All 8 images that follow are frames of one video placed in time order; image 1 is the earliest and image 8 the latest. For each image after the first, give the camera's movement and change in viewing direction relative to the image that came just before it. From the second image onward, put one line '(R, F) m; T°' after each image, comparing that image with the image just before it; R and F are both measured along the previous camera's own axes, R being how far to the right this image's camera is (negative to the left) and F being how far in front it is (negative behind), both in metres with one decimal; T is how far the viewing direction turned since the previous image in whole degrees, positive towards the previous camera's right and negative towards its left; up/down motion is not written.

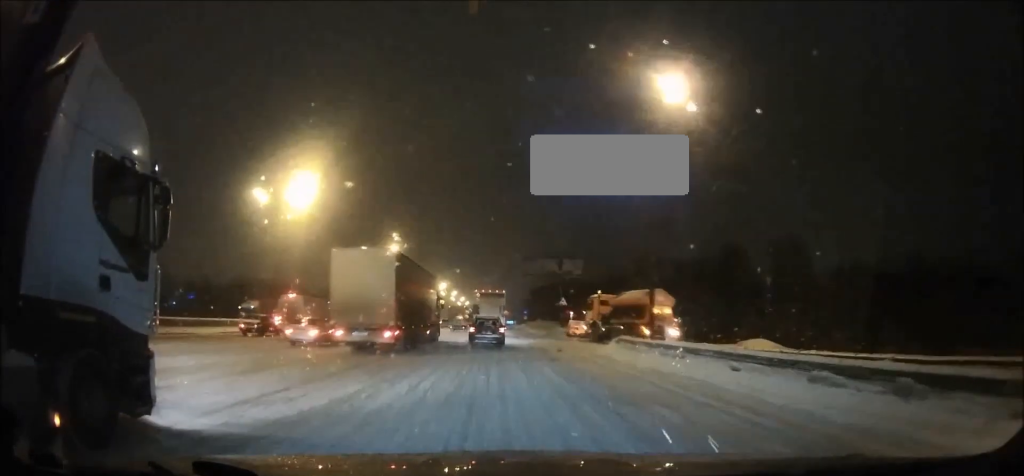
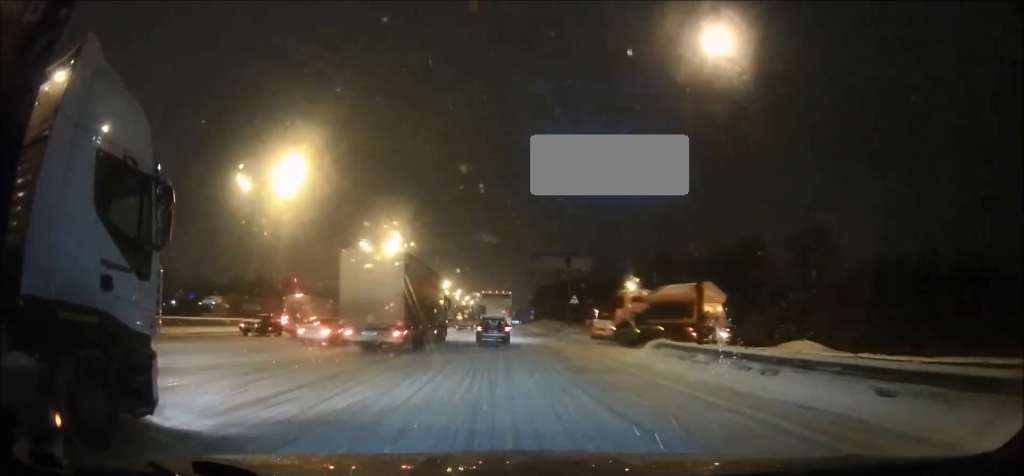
(0.0, +4.5) m; 0°
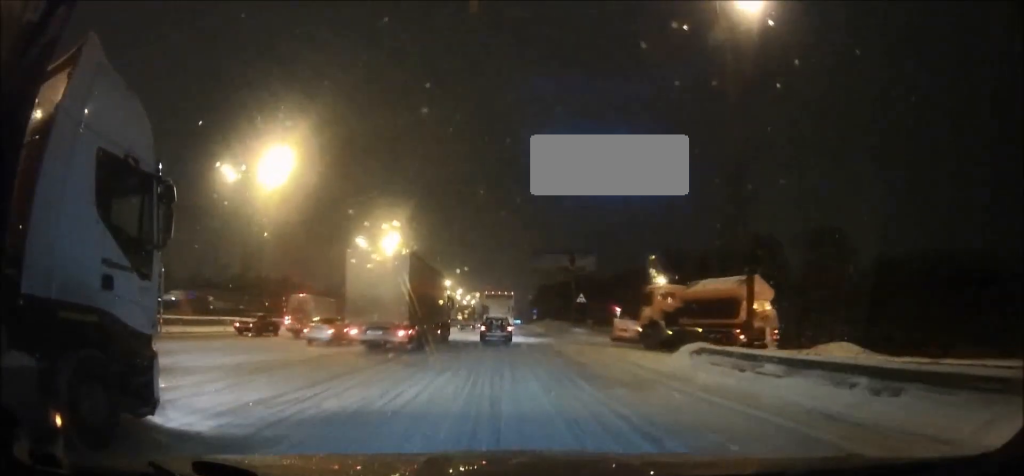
(0.0, +3.5) m; 0°
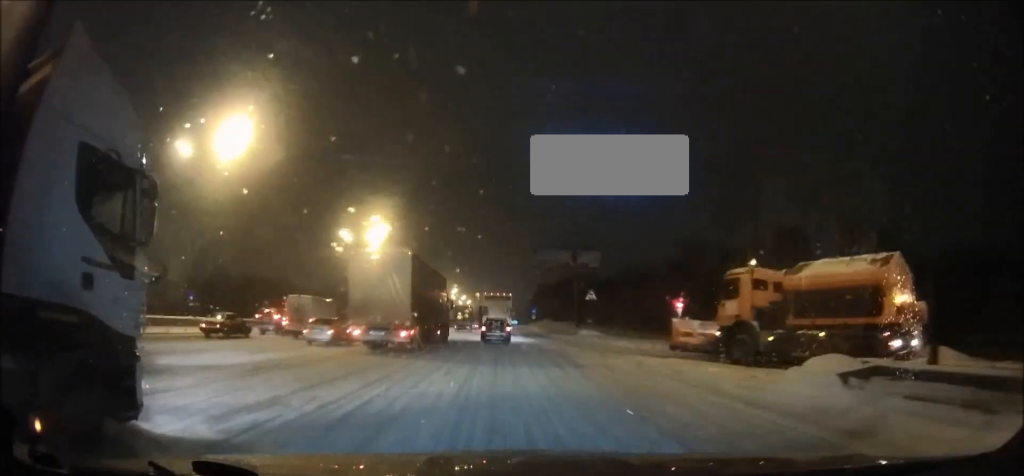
(-0.1, +7.4) m; -1°
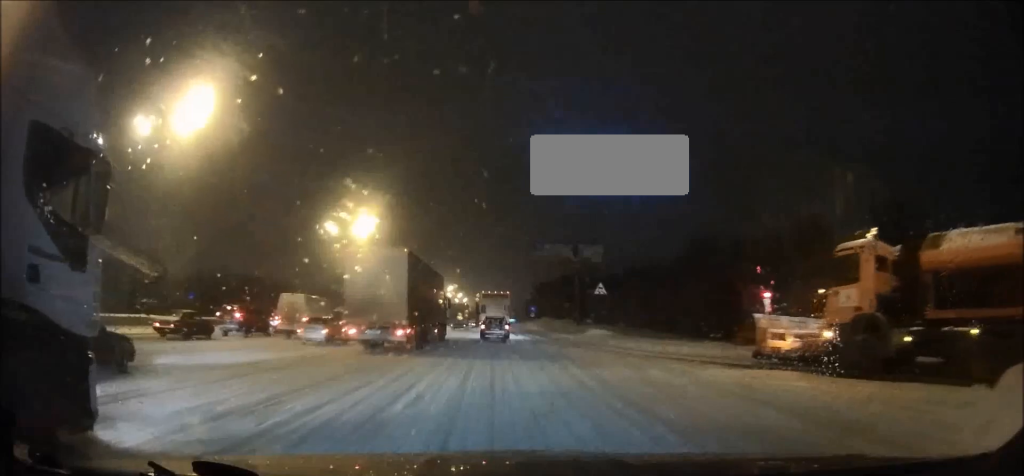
(0.0, +5.2) m; 0°
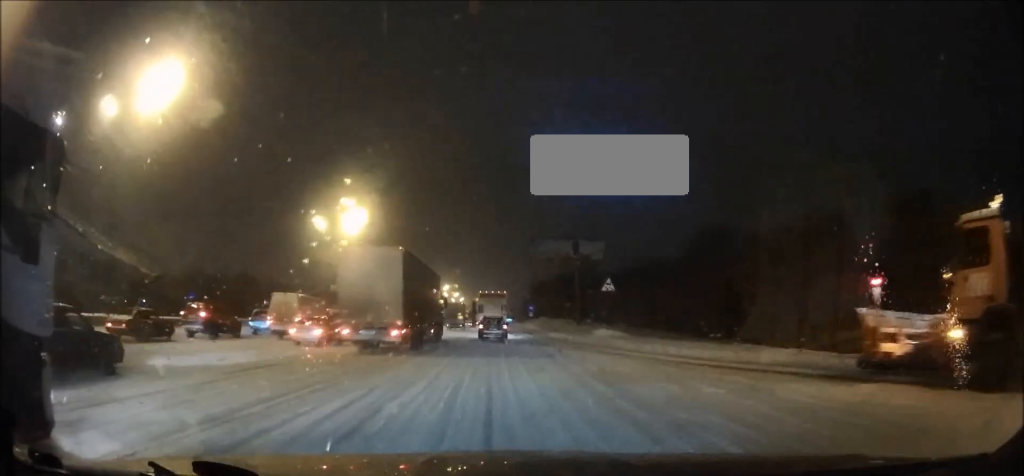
(-0.1, +3.8) m; +1°
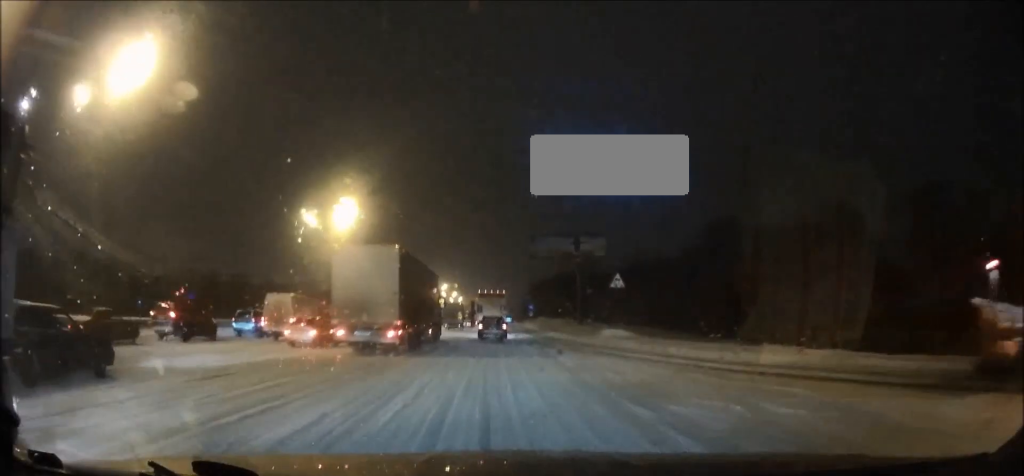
(+0.1, +3.0) m; 0°
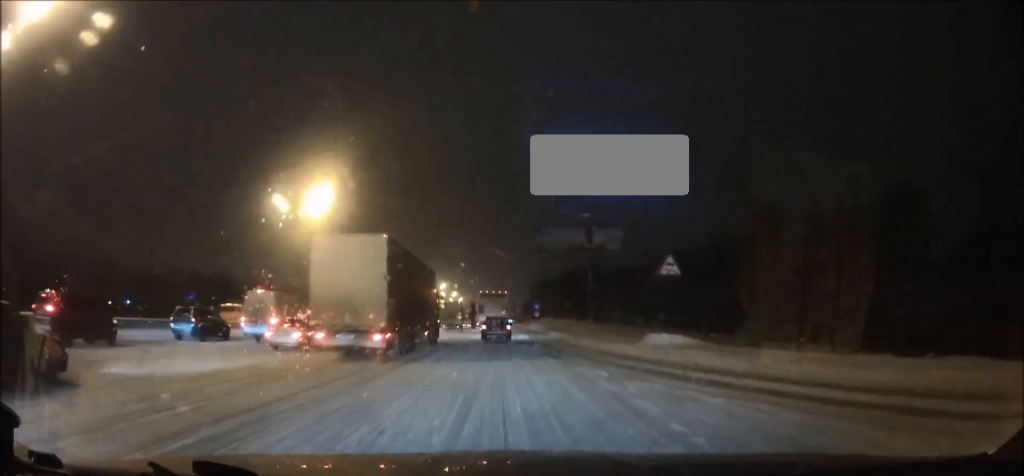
(-0.1, +9.5) m; -2°
